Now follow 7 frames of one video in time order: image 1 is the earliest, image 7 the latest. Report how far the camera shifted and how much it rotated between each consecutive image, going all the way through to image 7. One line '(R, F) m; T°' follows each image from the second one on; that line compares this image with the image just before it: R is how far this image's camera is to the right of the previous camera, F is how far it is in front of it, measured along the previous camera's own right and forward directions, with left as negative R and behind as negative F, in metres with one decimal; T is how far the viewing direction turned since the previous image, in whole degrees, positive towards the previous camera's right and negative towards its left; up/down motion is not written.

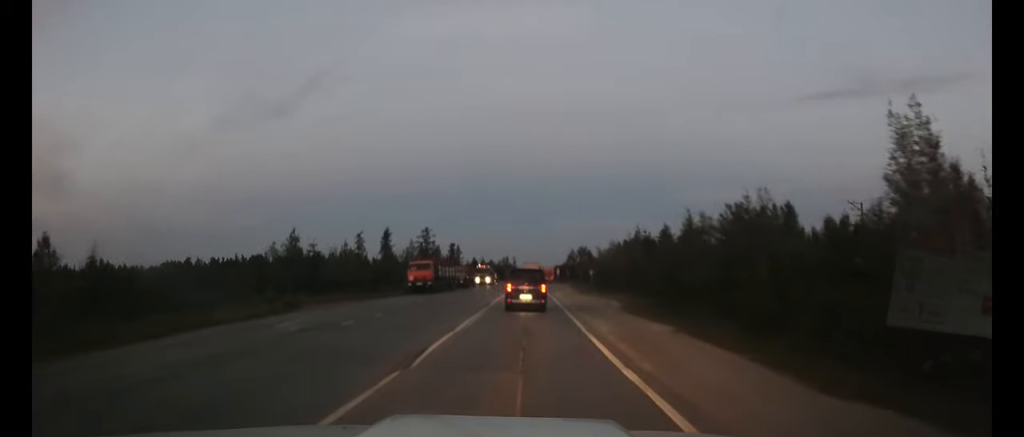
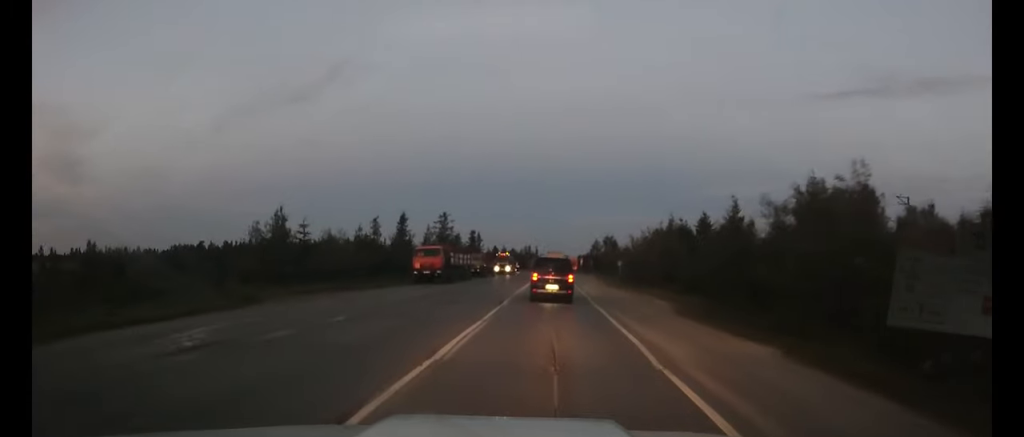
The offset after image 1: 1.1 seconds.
(0.0, +6.9) m; -1°
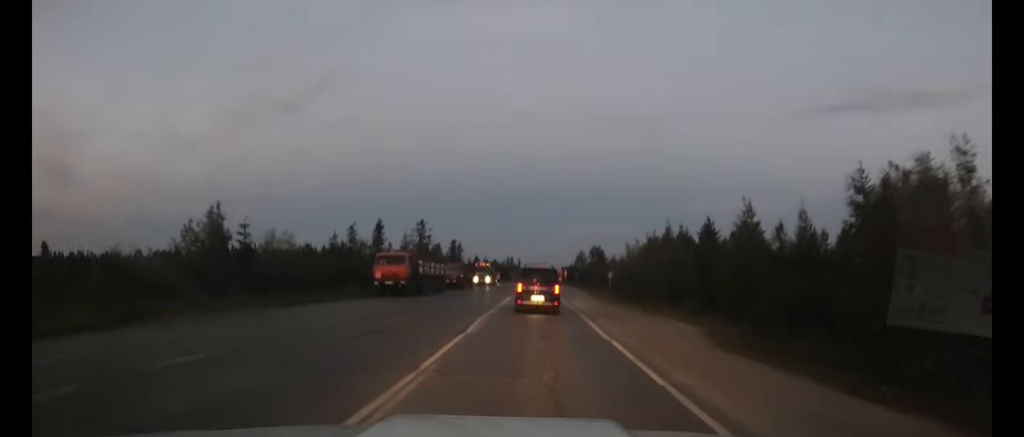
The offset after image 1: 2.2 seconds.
(-0.1, +7.0) m; 0°
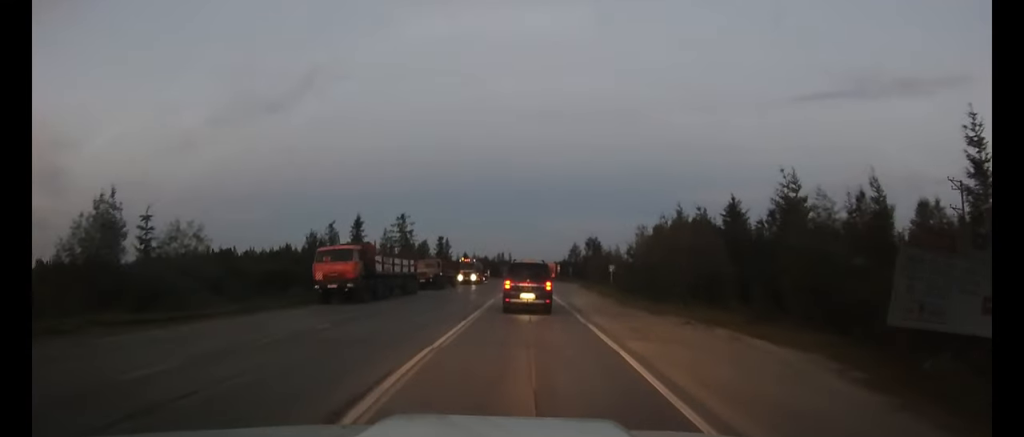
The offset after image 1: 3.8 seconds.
(+0.2, +9.5) m; +2°
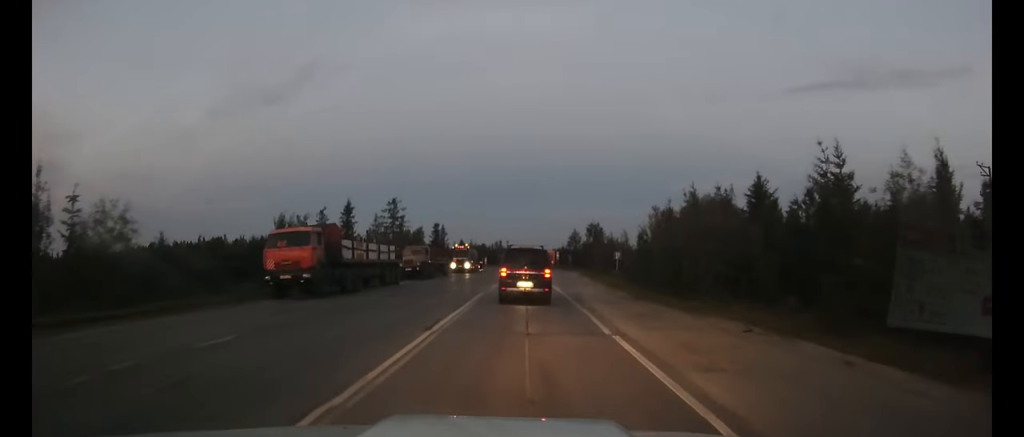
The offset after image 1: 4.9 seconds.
(0.0, +5.7) m; 0°
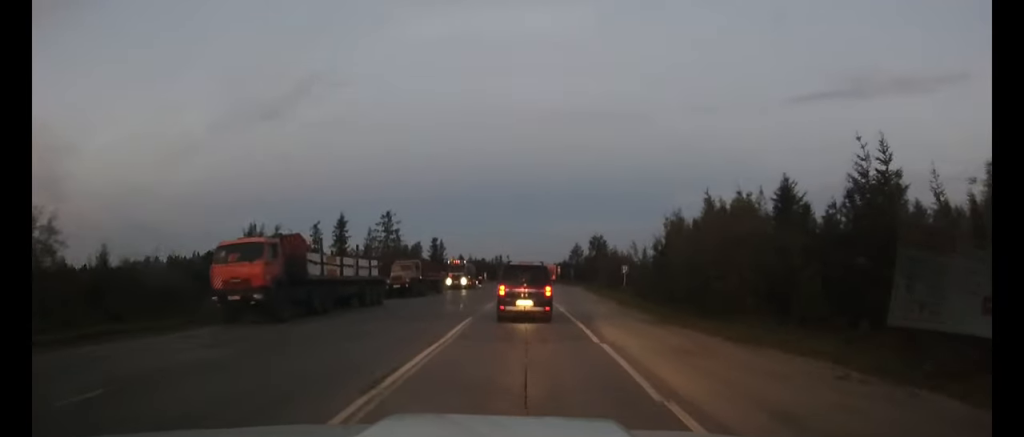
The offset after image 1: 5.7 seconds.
(0.0, +4.6) m; 0°
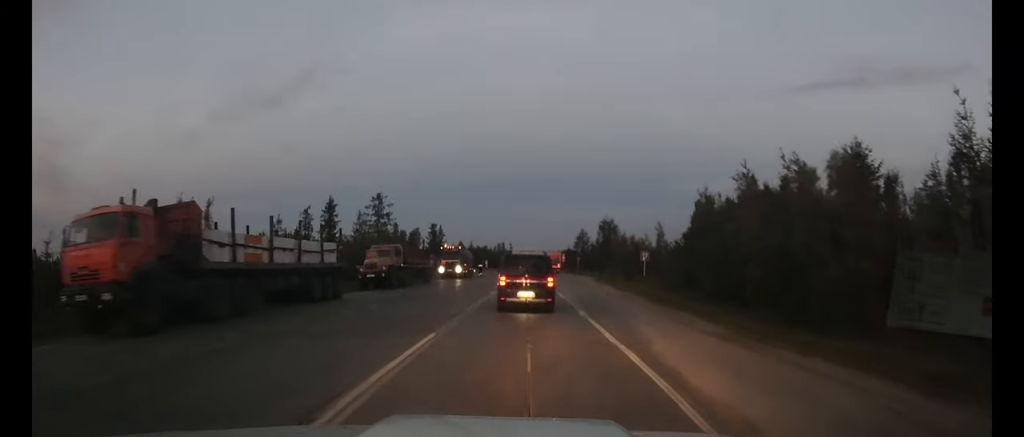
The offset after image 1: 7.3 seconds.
(-0.1, +8.2) m; -1°
